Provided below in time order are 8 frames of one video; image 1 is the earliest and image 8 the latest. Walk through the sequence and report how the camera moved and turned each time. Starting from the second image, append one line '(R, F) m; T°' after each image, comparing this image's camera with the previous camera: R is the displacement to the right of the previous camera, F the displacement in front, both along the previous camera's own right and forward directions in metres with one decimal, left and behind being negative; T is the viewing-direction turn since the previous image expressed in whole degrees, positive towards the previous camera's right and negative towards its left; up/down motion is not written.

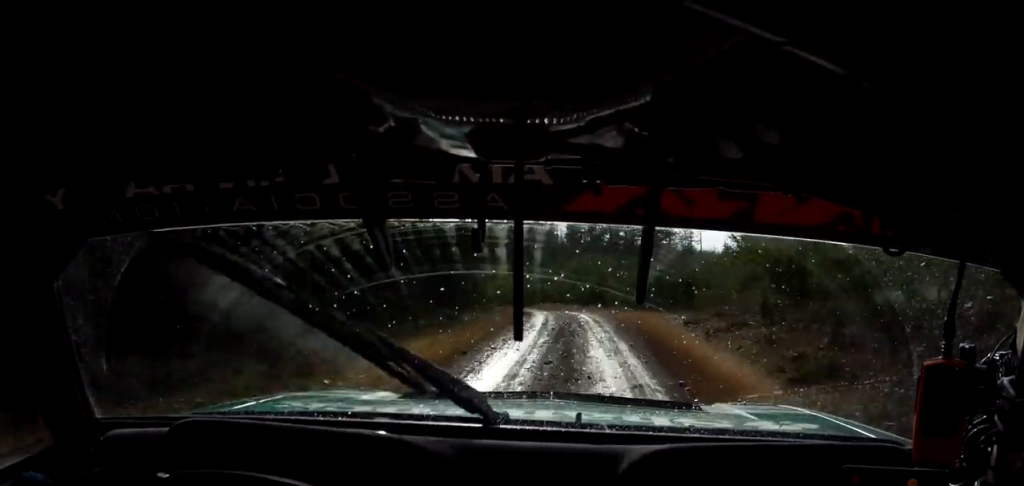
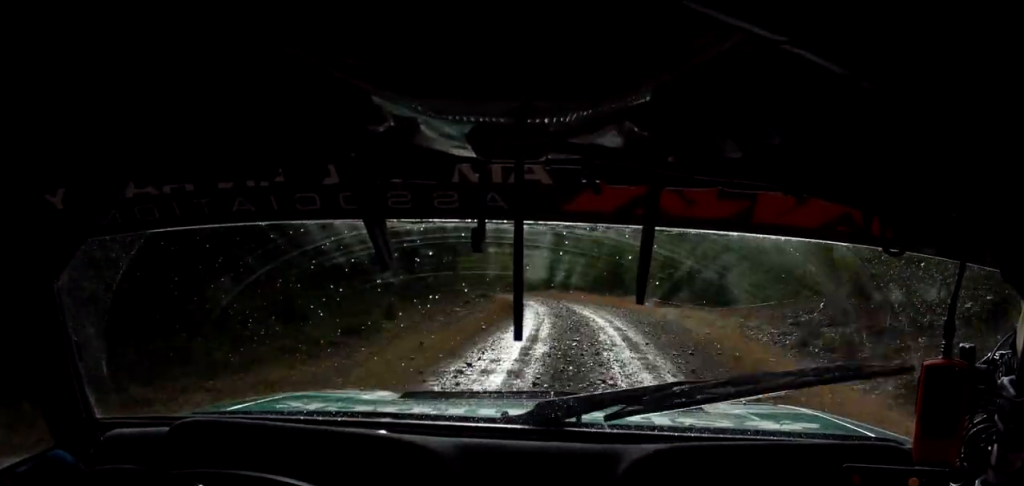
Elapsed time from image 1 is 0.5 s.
(+0.2, +12.0) m; -1°
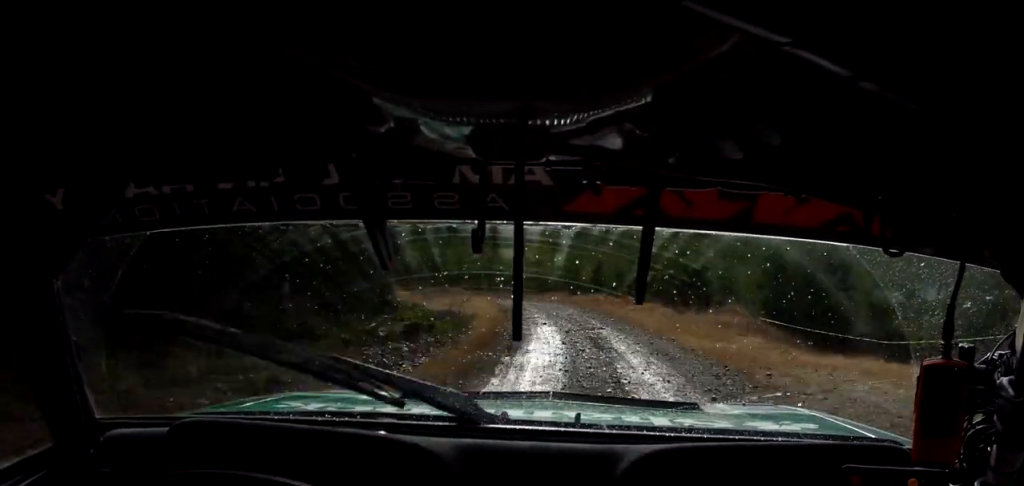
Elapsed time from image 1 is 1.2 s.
(-0.6, +19.2) m; -3°
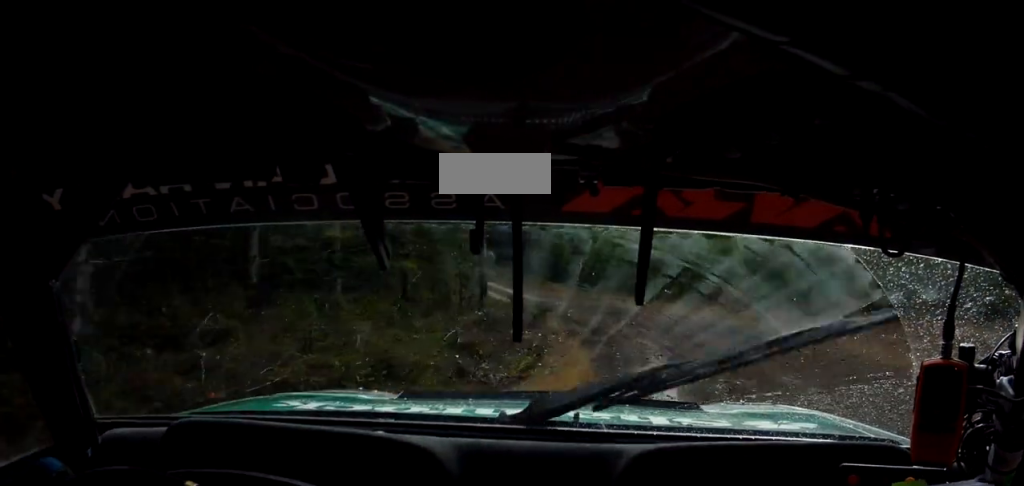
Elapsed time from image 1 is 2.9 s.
(-3.4, +41.4) m; -13°
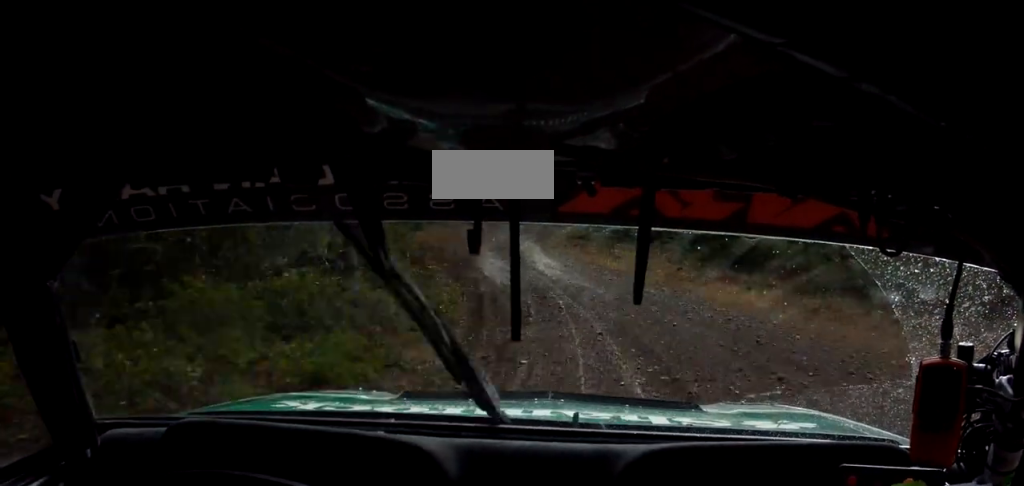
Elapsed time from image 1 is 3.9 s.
(-2.1, +21.1) m; -11°
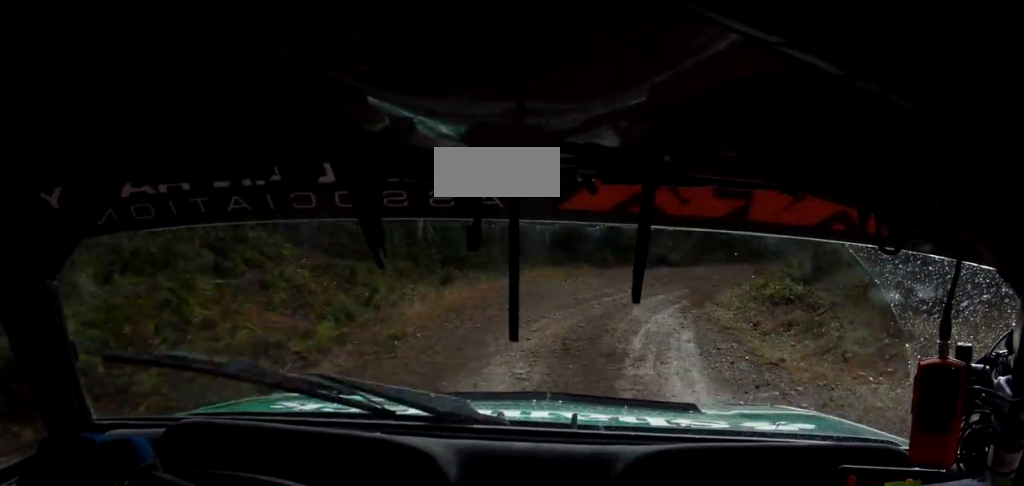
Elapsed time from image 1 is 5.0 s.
(-2.1, +19.6) m; -8°
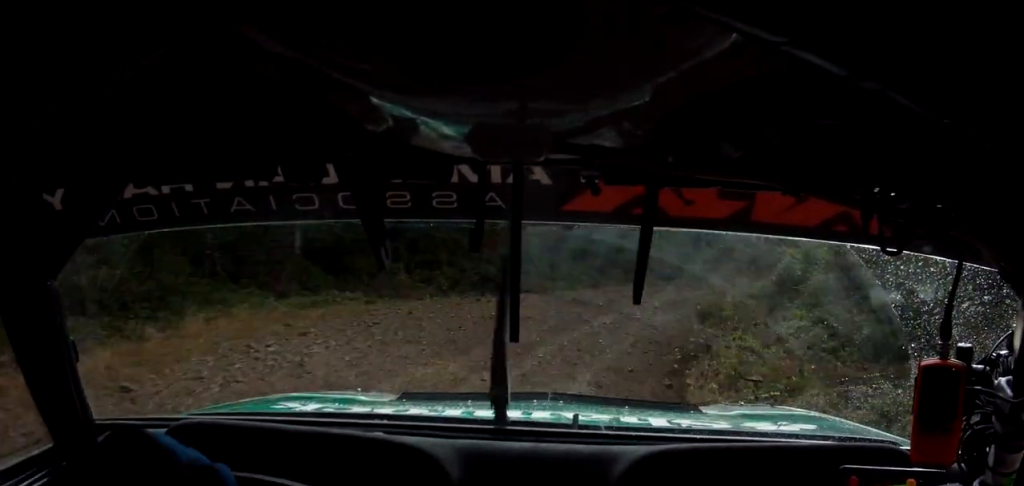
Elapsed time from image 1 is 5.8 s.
(-0.7, +13.3) m; +3°
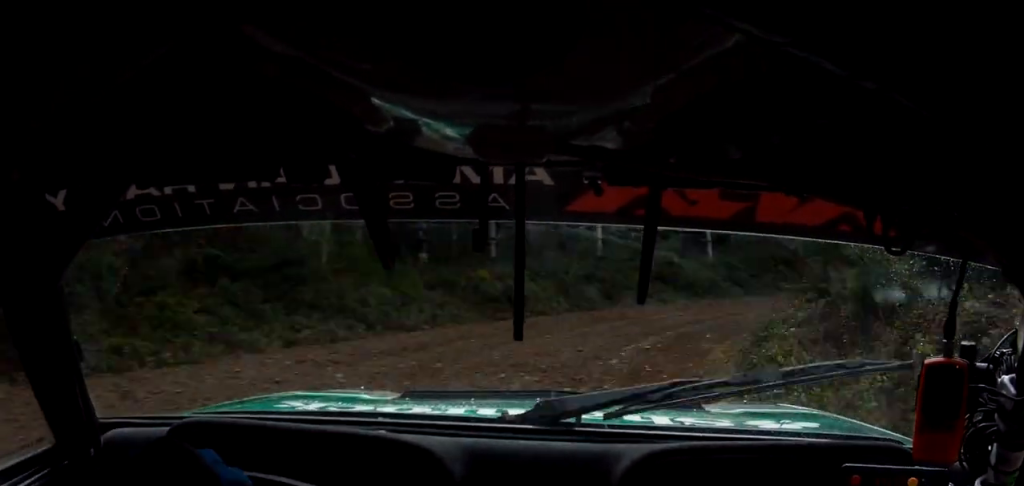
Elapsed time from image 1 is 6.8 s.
(+1.6, +13.2) m; +17°
